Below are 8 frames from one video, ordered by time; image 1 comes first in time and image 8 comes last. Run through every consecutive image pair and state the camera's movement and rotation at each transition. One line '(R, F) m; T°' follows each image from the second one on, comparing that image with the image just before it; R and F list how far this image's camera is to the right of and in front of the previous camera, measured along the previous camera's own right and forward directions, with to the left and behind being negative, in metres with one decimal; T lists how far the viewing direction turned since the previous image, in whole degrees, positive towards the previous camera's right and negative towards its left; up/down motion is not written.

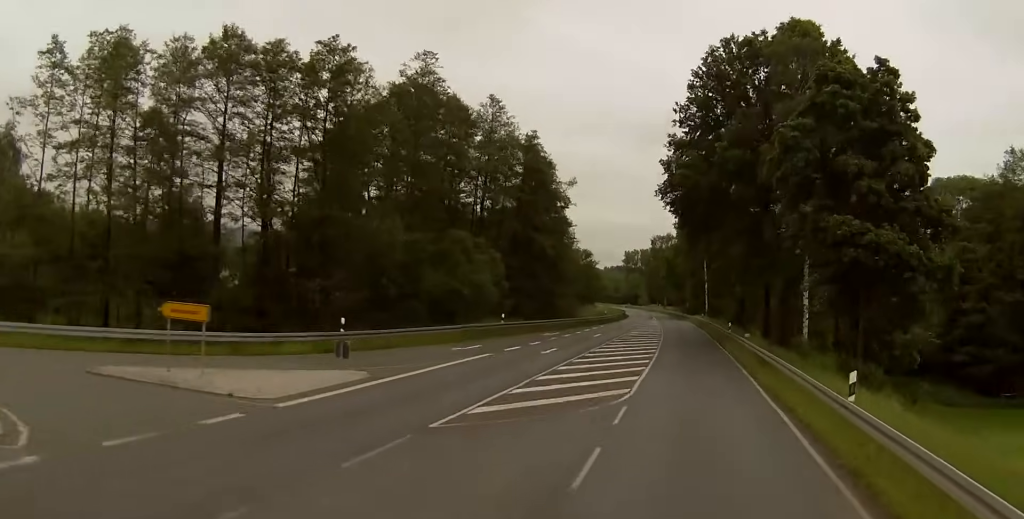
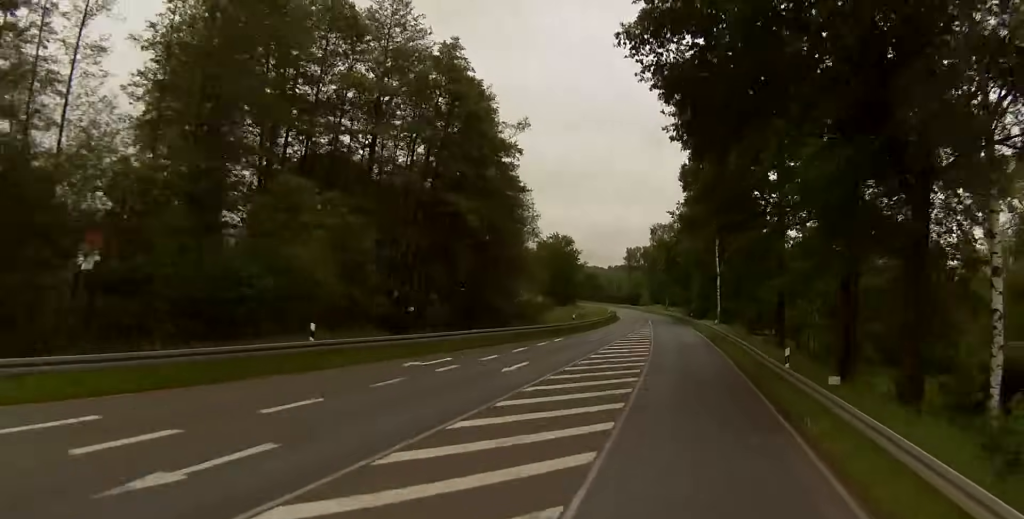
(-0.4, +30.0) m; -1°
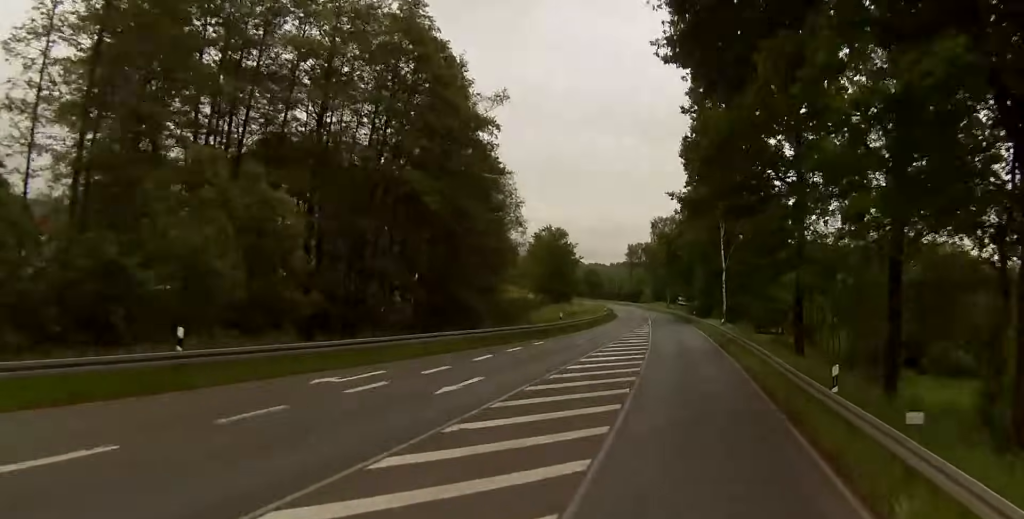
(-0.1, +7.9) m; 0°
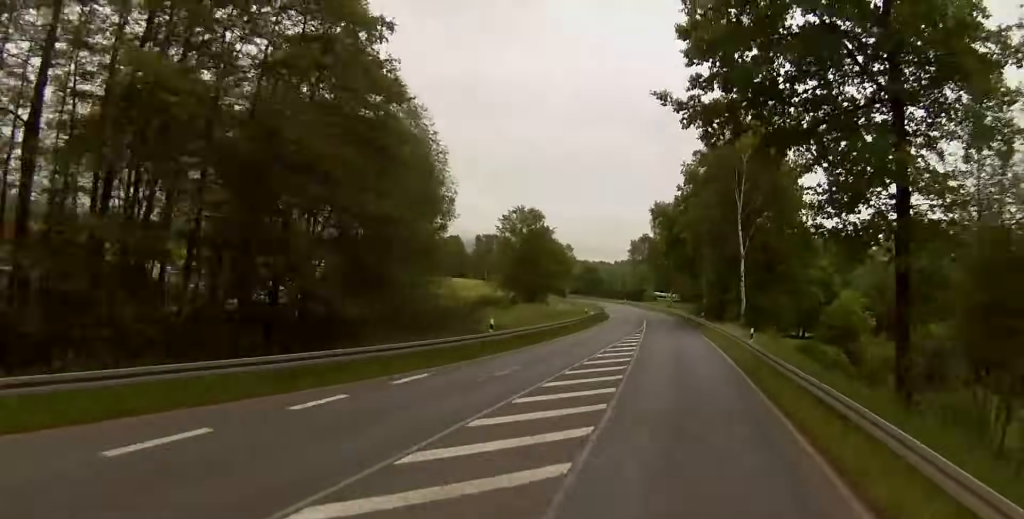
(+0.4, +21.4) m; +1°
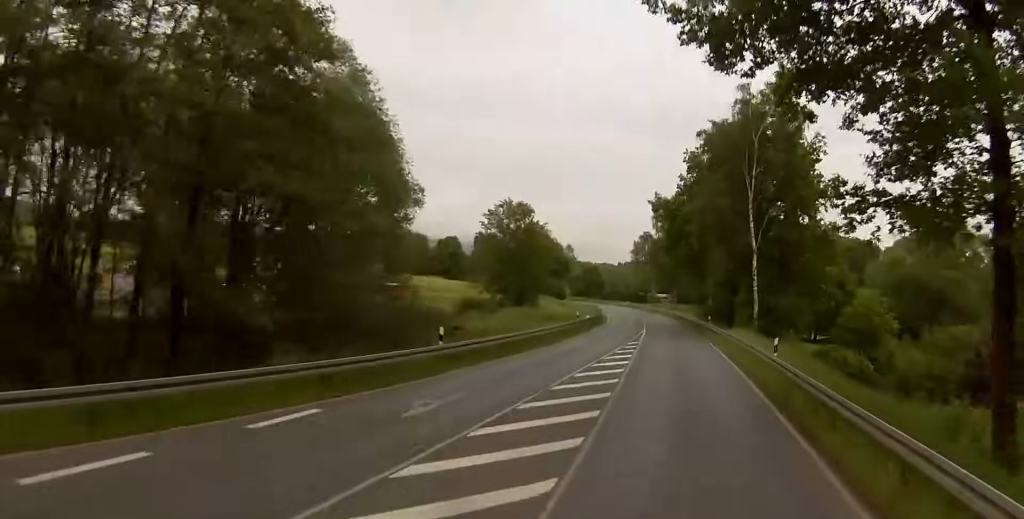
(+0.1, +8.0) m; 0°
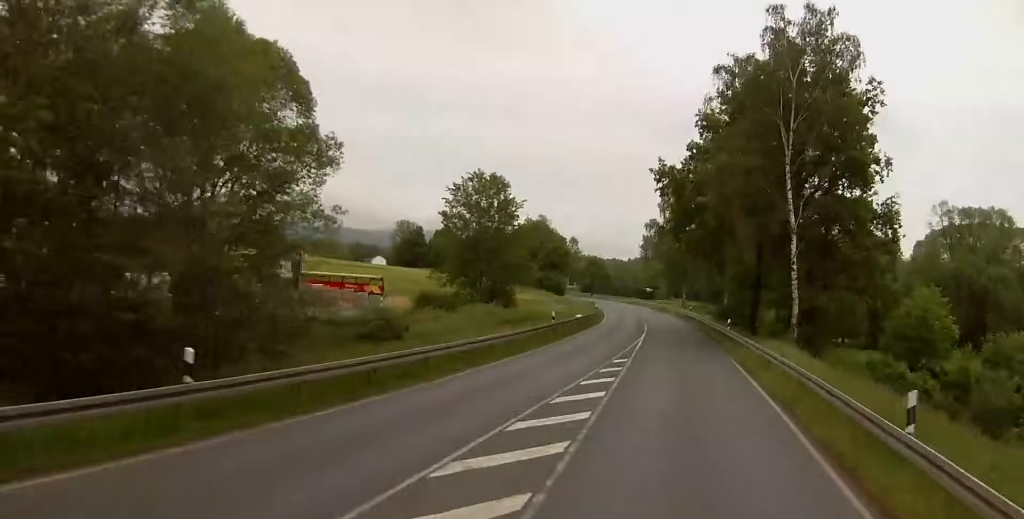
(-0.2, +15.4) m; -1°
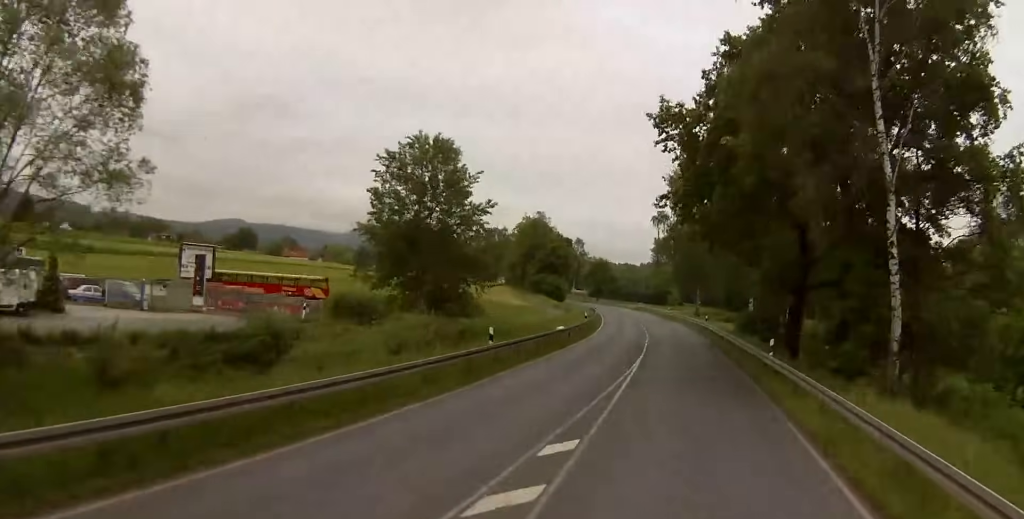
(-0.3, +17.4) m; -1°
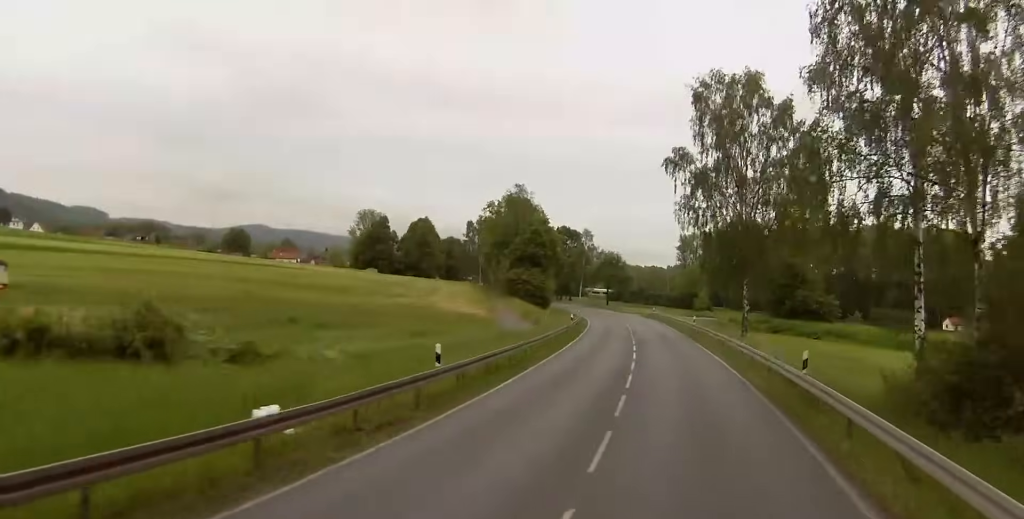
(-0.7, +42.9) m; -2°
